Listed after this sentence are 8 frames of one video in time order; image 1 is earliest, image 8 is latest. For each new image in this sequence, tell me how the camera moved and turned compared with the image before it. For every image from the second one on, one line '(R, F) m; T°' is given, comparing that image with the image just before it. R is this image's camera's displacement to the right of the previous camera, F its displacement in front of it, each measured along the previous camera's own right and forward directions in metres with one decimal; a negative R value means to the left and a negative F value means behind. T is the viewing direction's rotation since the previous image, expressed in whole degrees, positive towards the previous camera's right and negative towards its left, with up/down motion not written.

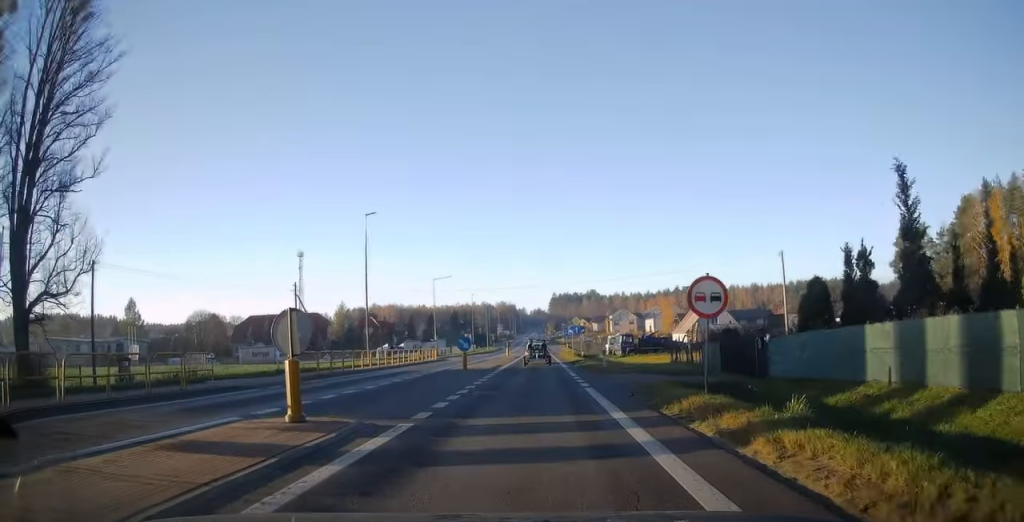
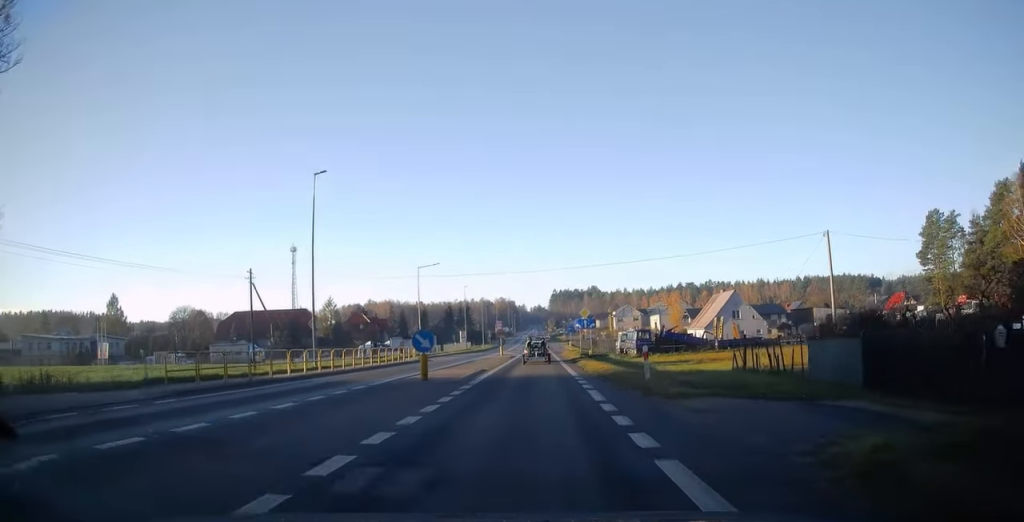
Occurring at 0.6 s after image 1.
(0.0, +10.9) m; 0°
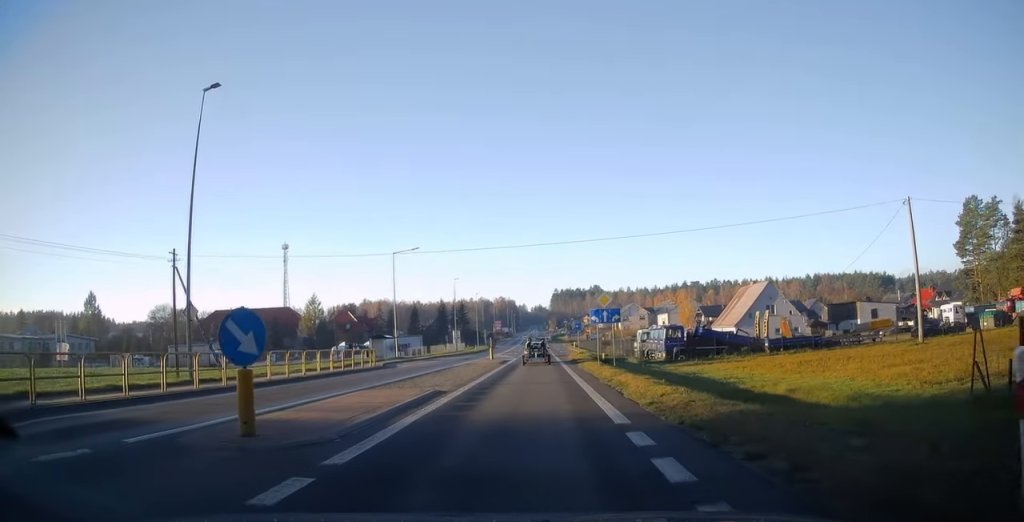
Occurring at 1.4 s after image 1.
(0.0, +13.2) m; +1°
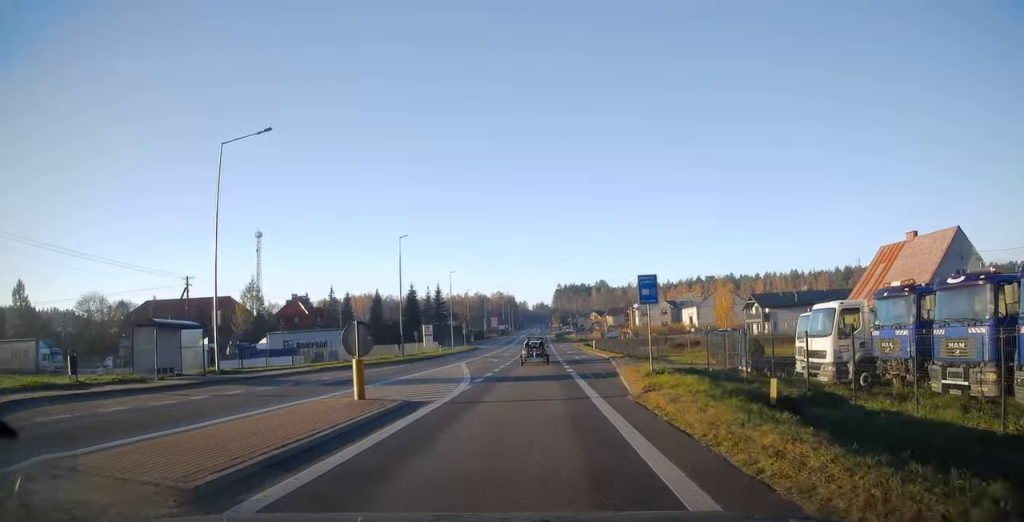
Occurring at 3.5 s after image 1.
(-0.2, +36.7) m; -2°
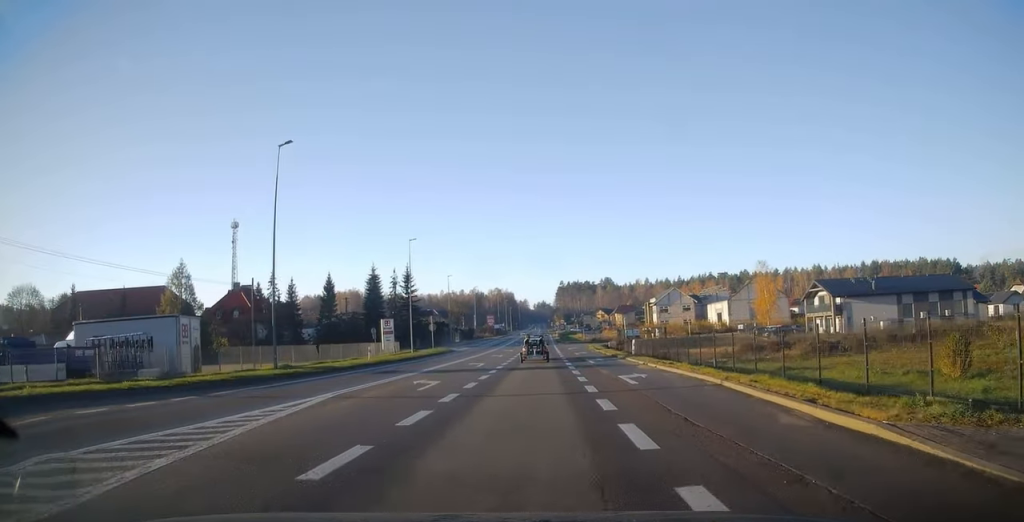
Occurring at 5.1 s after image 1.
(0.0, +27.8) m; +1°
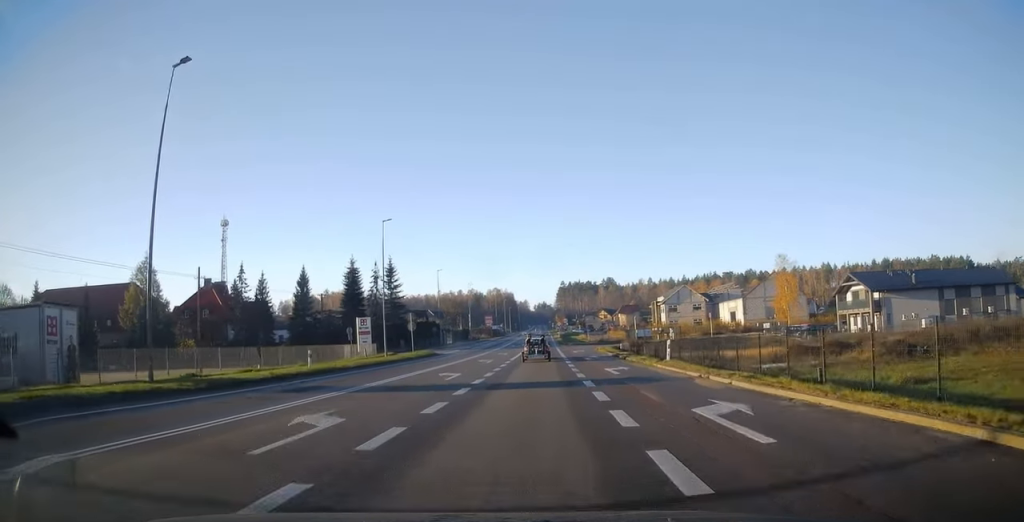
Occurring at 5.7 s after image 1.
(0.0, +10.4) m; 0°
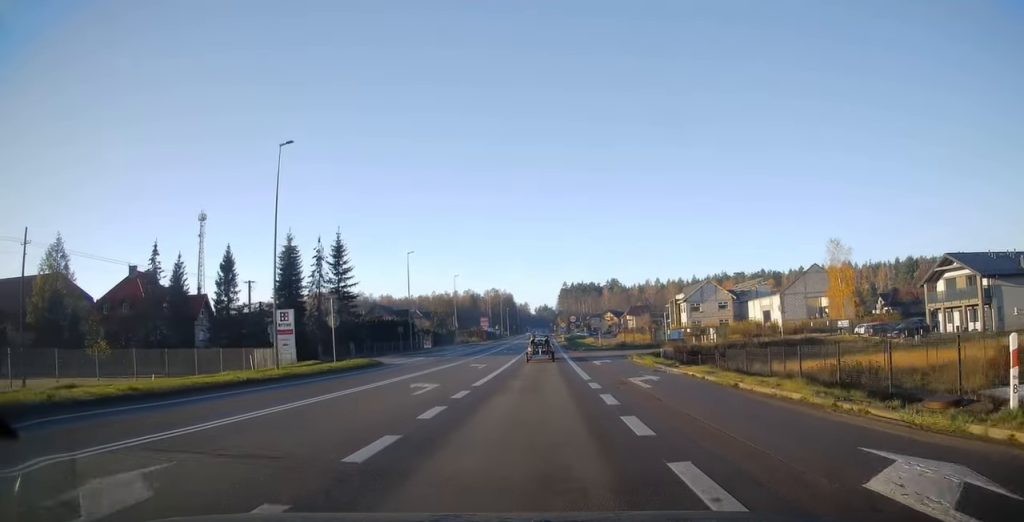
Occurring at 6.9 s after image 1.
(+0.1, +20.8) m; -1°
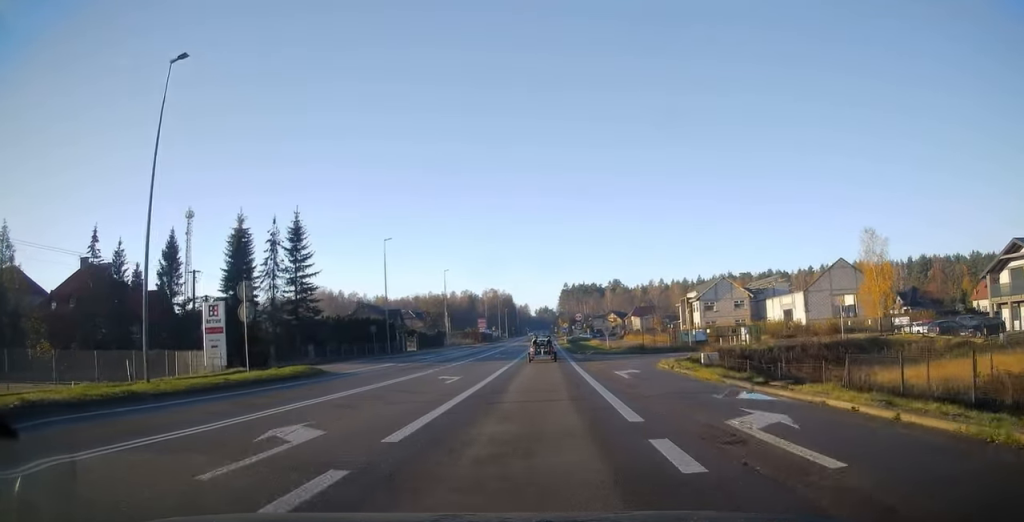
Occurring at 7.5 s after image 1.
(-0.1, +10.5) m; -1°
